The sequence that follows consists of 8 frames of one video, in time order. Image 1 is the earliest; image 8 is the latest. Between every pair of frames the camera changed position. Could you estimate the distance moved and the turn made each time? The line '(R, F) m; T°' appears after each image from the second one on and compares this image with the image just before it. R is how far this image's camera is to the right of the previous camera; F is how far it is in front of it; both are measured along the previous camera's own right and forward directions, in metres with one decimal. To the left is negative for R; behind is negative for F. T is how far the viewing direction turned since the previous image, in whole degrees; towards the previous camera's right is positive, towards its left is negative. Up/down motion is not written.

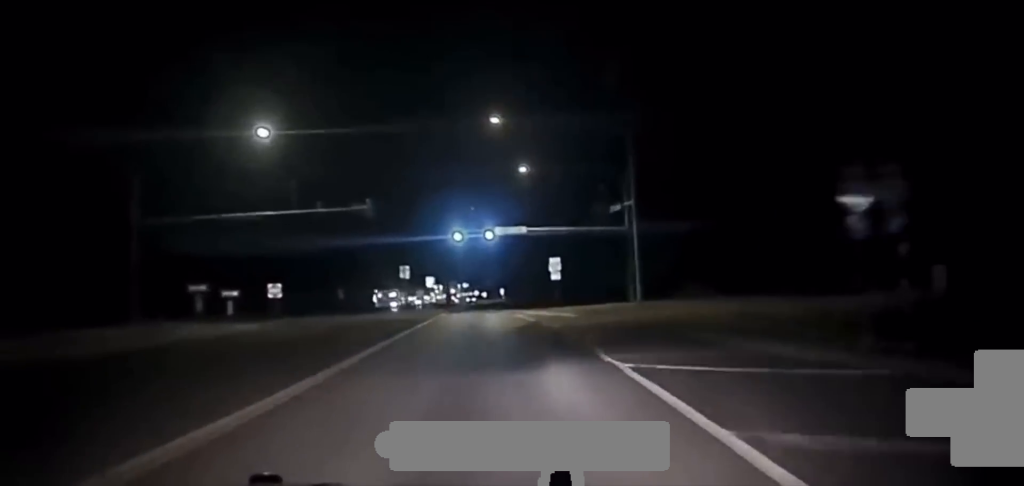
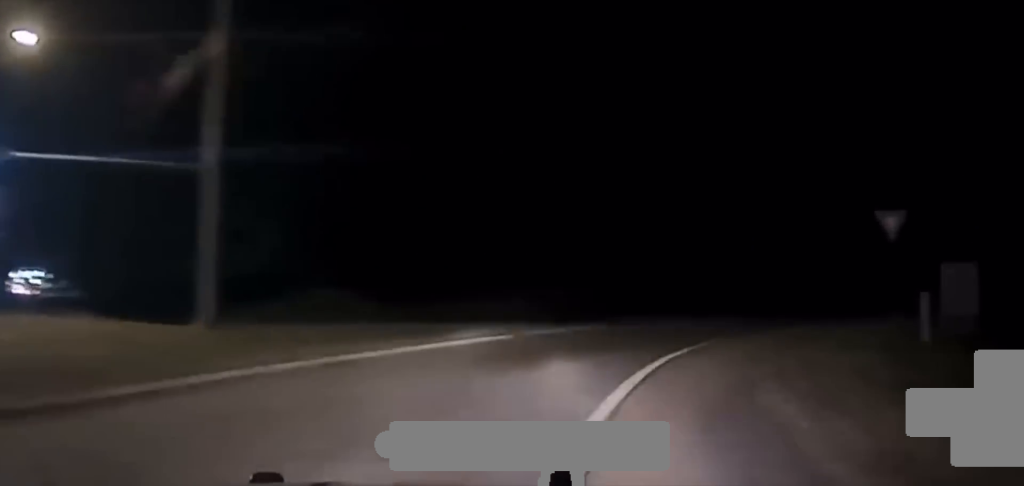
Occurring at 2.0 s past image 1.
(+5.0, +28.7) m; +28°
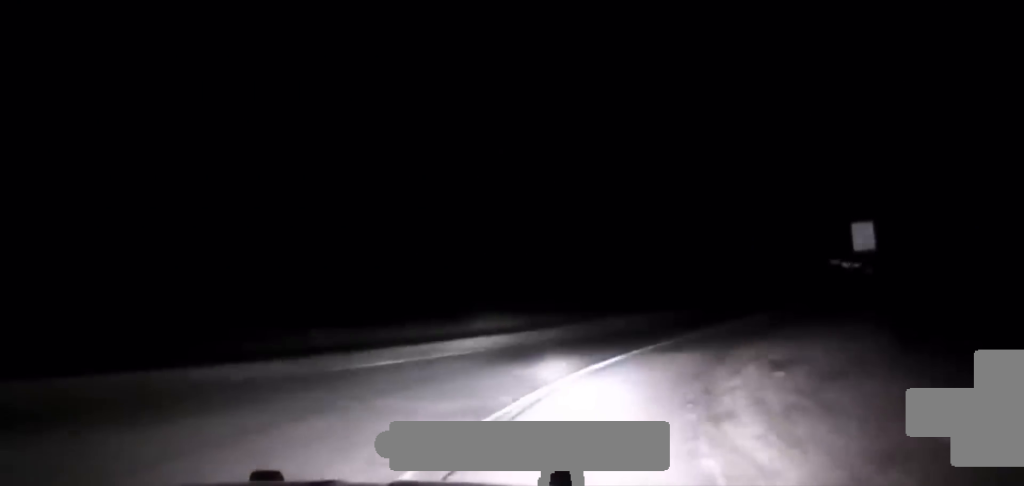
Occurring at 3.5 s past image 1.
(+7.0, +22.5) m; +30°
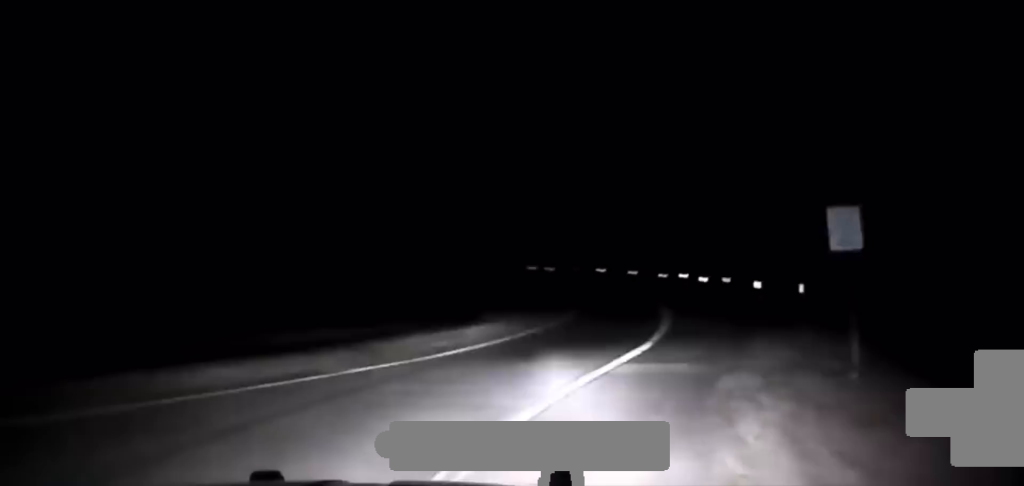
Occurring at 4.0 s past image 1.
(+0.6, +11.1) m; +9°
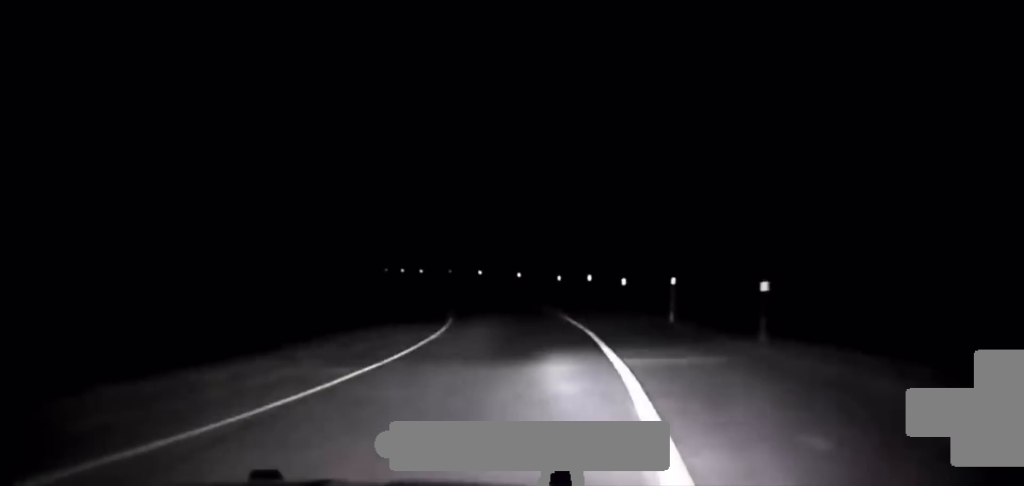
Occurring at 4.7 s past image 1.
(+1.7, +18.2) m; +5°
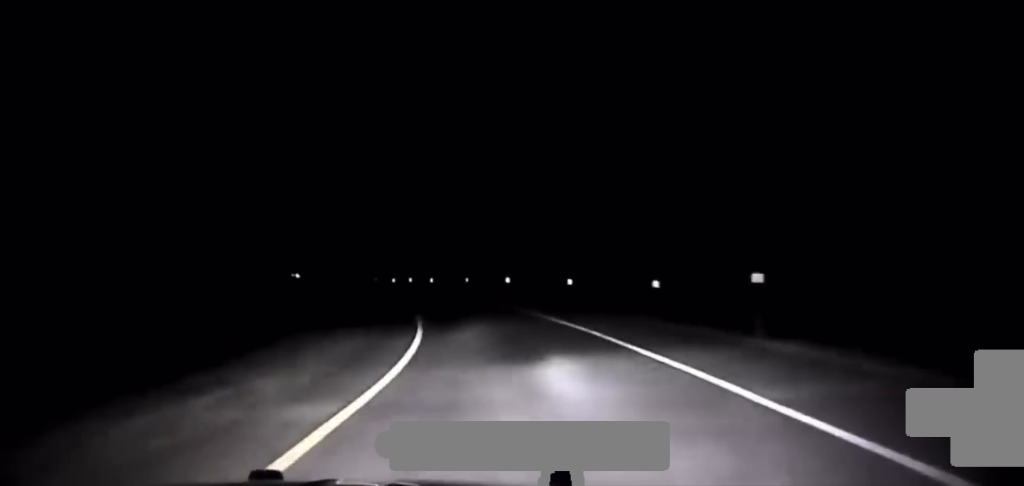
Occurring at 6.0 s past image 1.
(+1.0, +39.0) m; -2°
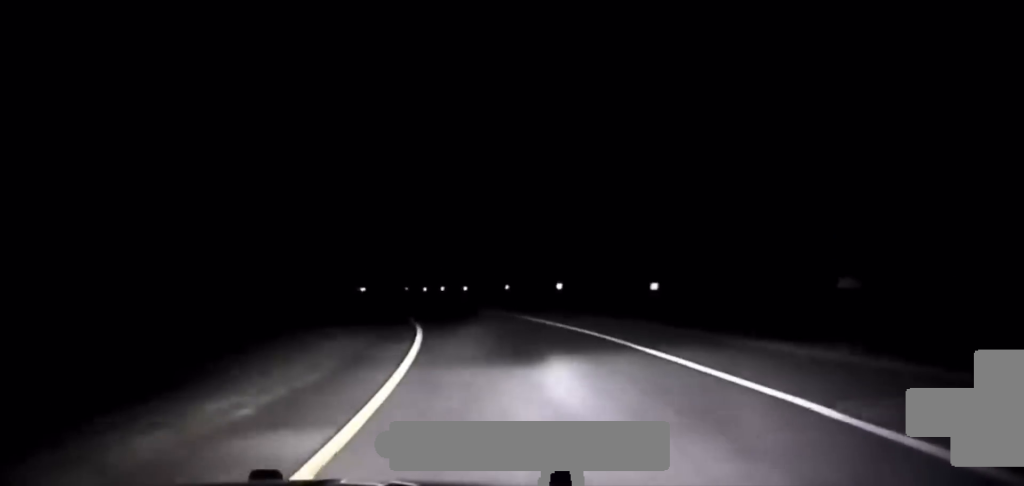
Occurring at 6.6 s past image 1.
(-1.0, +17.5) m; -4°
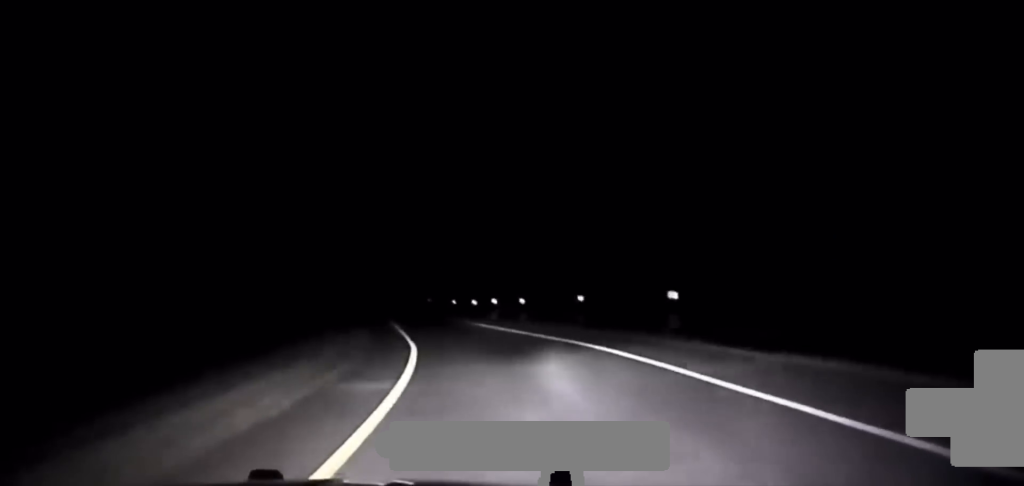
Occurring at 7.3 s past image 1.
(-0.8, +18.8) m; -4°
